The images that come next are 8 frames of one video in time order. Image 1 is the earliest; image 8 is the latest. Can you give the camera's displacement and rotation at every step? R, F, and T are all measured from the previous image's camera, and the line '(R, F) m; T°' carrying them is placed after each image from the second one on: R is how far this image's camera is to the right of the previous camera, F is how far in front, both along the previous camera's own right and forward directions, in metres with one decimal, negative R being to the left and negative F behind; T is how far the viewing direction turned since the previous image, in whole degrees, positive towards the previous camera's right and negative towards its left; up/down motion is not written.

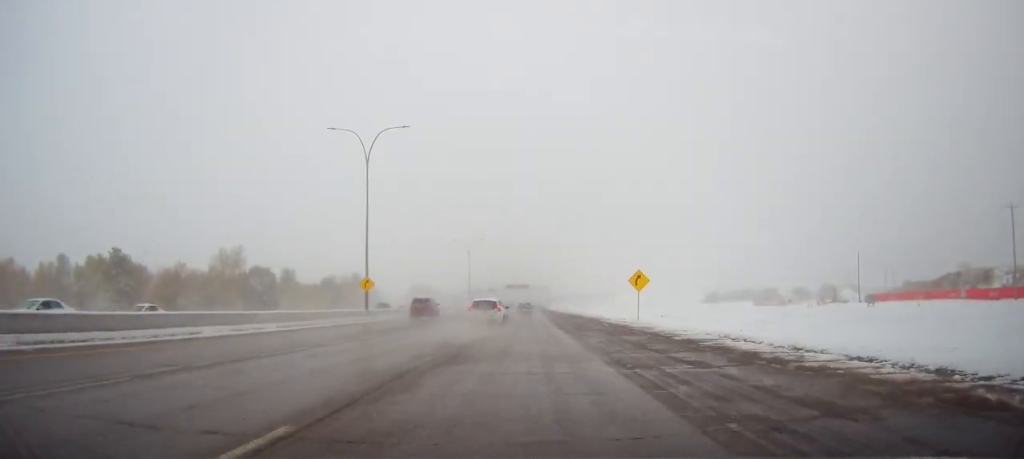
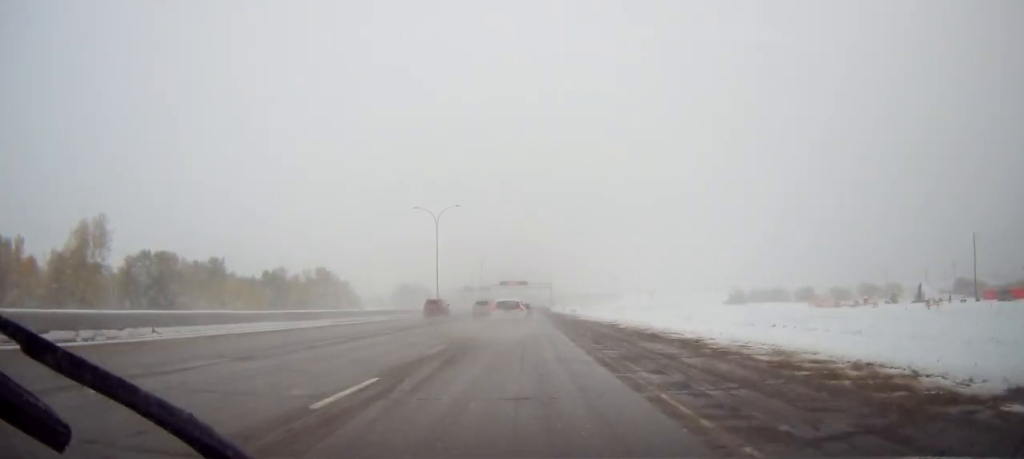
(0.0, +48.3) m; 0°
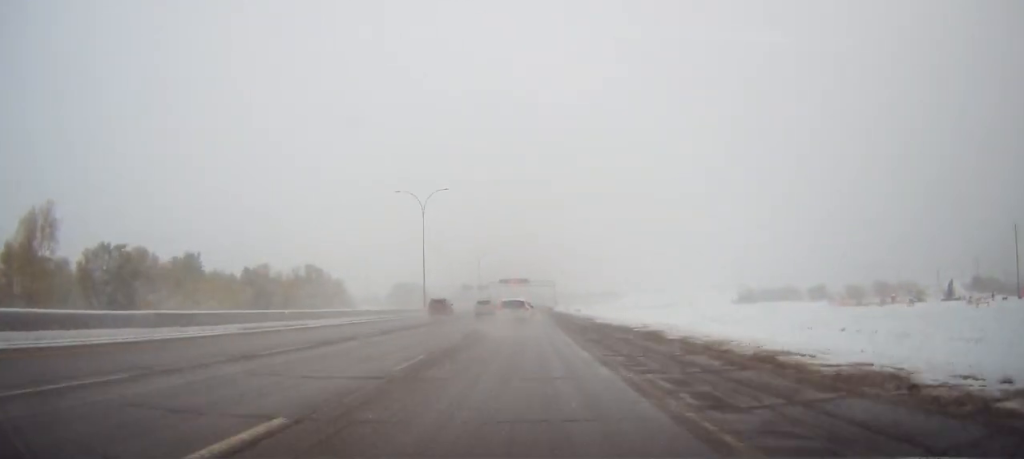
(0.0, +12.9) m; 0°
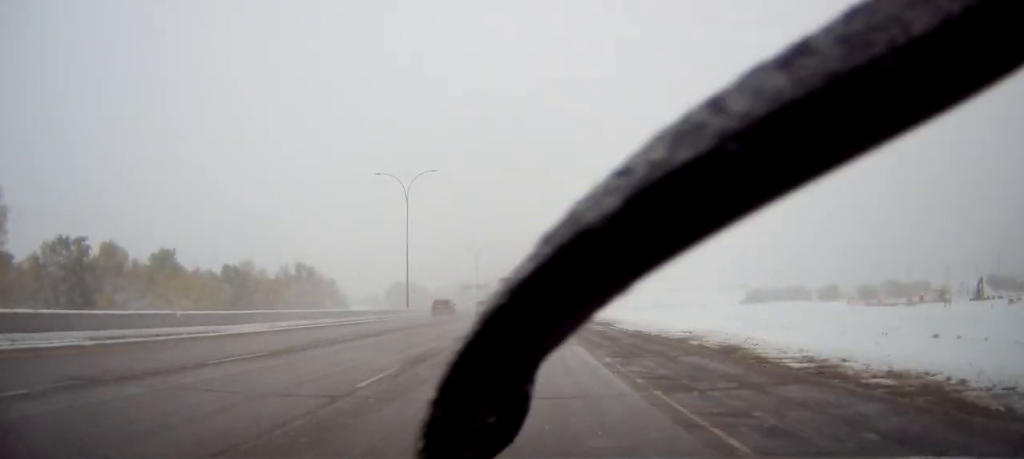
(0.0, +11.3) m; 0°
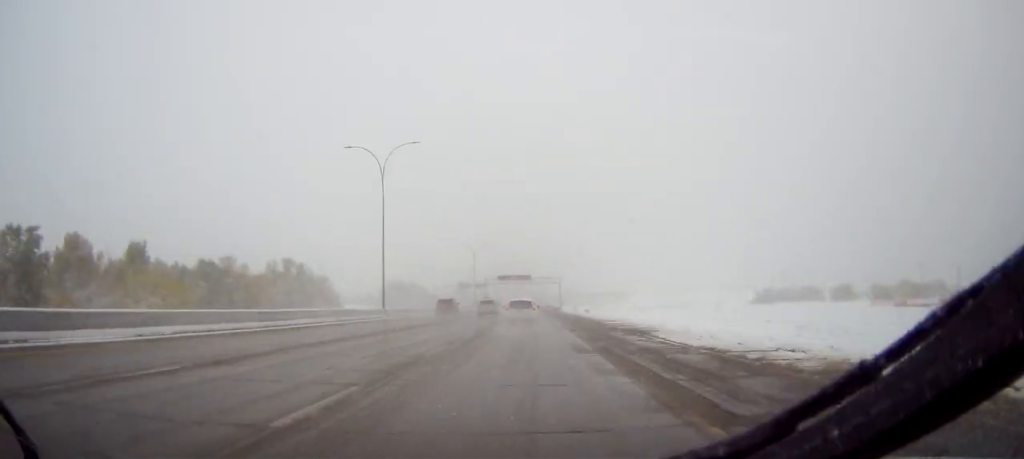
(0.0, +12.1) m; 0°
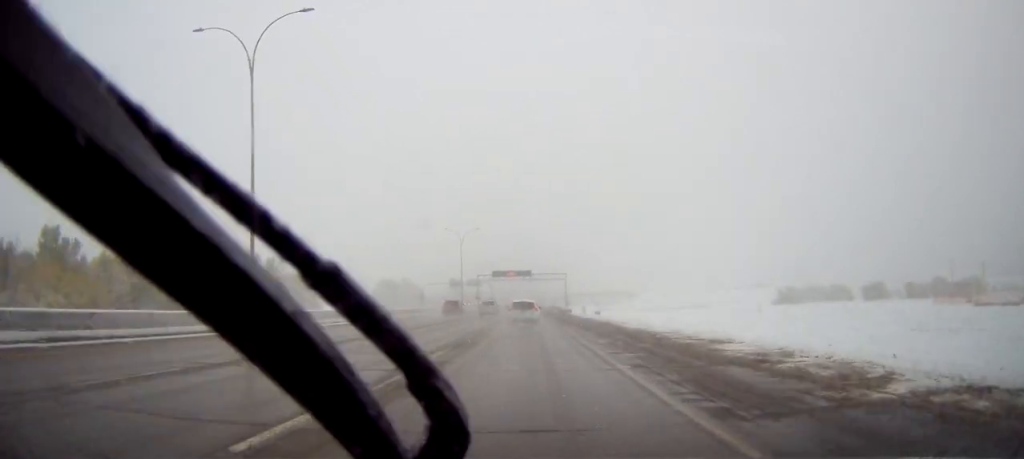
(-0.1, +27.9) m; 0°
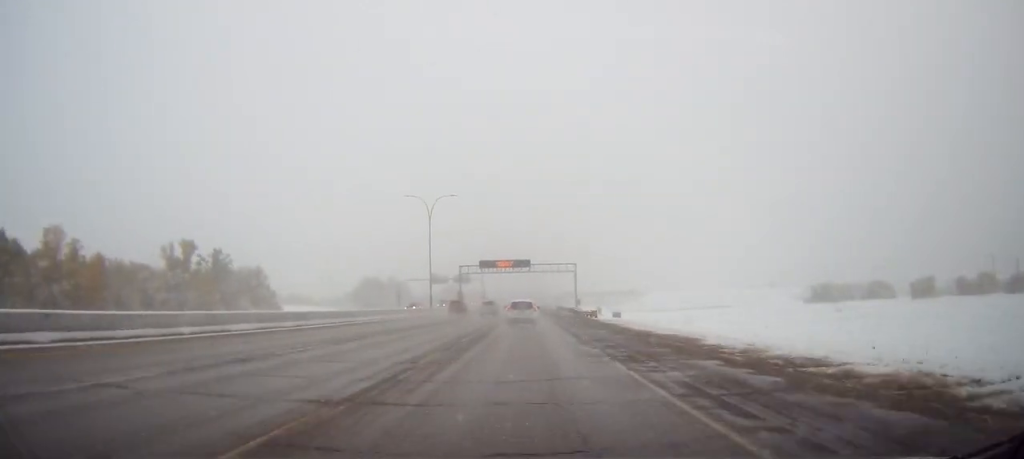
(-0.1, +36.2) m; 0°
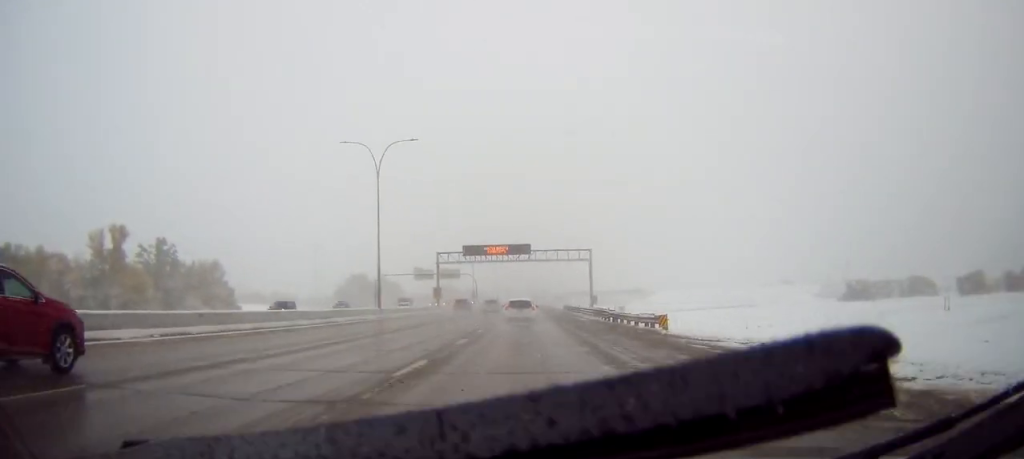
(+0.1, +28.6) m; +1°
